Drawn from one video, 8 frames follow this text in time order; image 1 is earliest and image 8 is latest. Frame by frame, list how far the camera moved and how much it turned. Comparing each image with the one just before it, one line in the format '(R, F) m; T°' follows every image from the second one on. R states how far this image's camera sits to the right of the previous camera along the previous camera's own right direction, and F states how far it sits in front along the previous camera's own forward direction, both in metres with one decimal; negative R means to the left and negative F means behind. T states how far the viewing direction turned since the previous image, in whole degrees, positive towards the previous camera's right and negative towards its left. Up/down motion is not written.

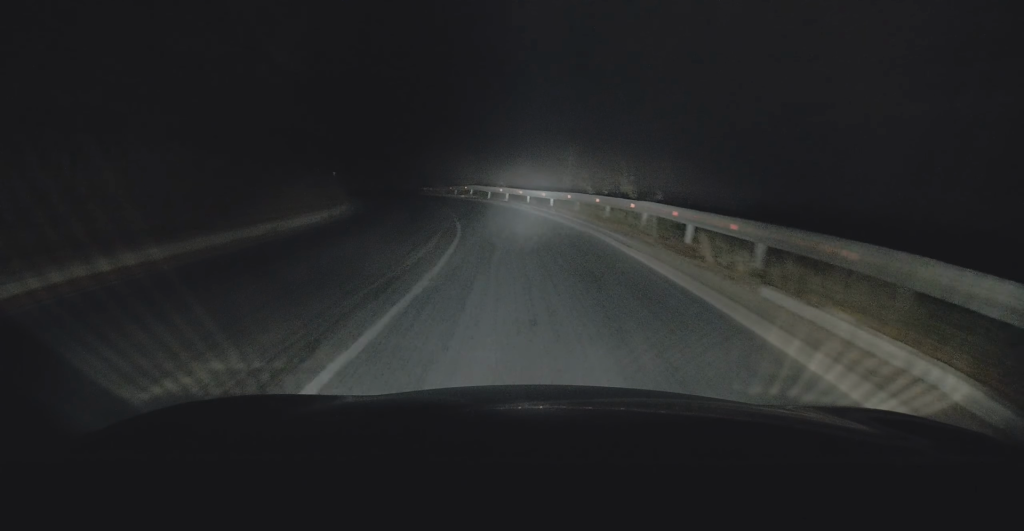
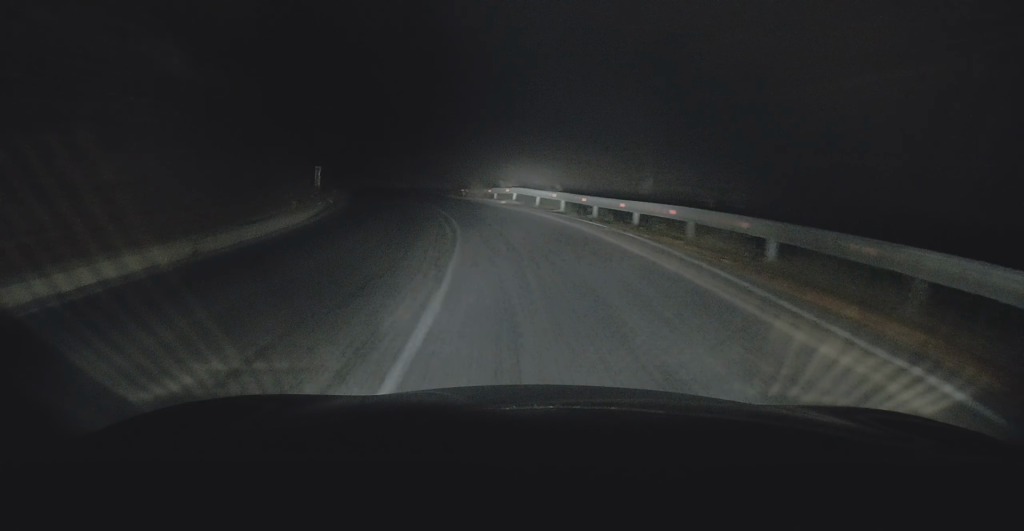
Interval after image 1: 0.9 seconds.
(-0.2, +10.8) m; -3°
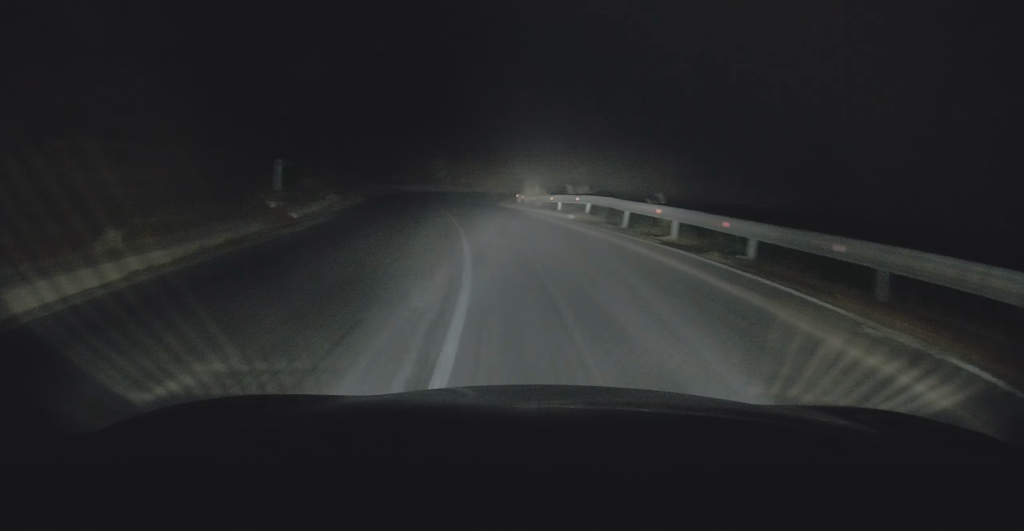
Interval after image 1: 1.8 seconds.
(-0.4, +10.3) m; -4°
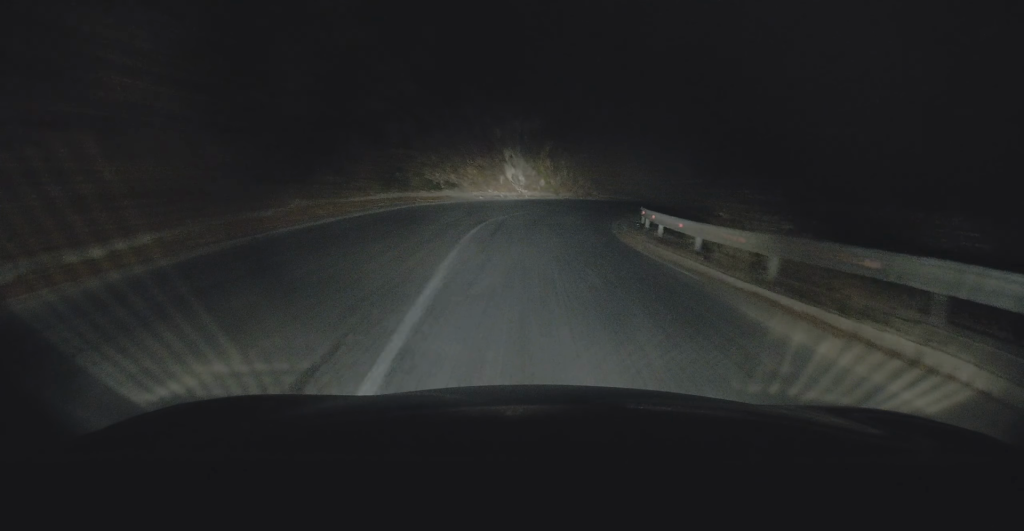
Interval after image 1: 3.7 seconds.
(-1.6, +20.6) m; -8°
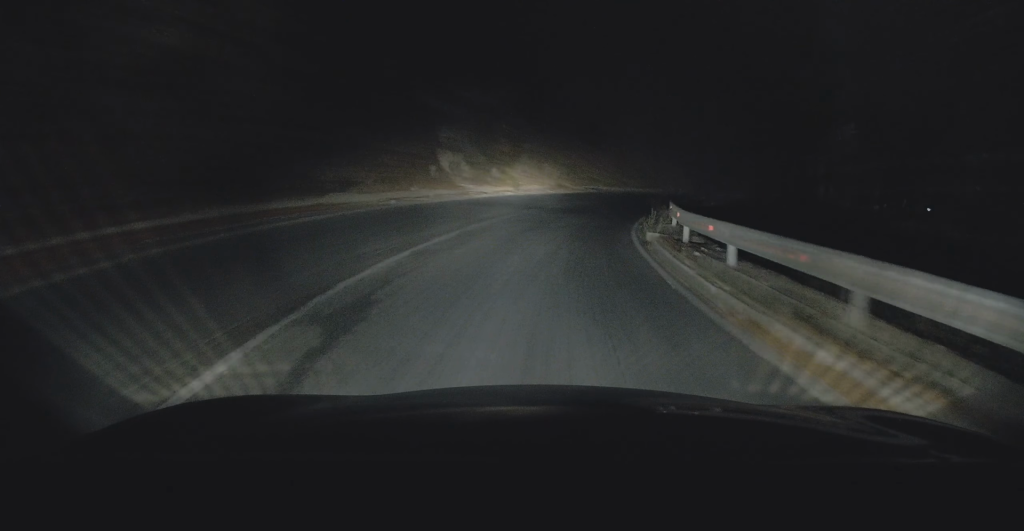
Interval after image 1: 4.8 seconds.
(-0.2, +11.5) m; -1°
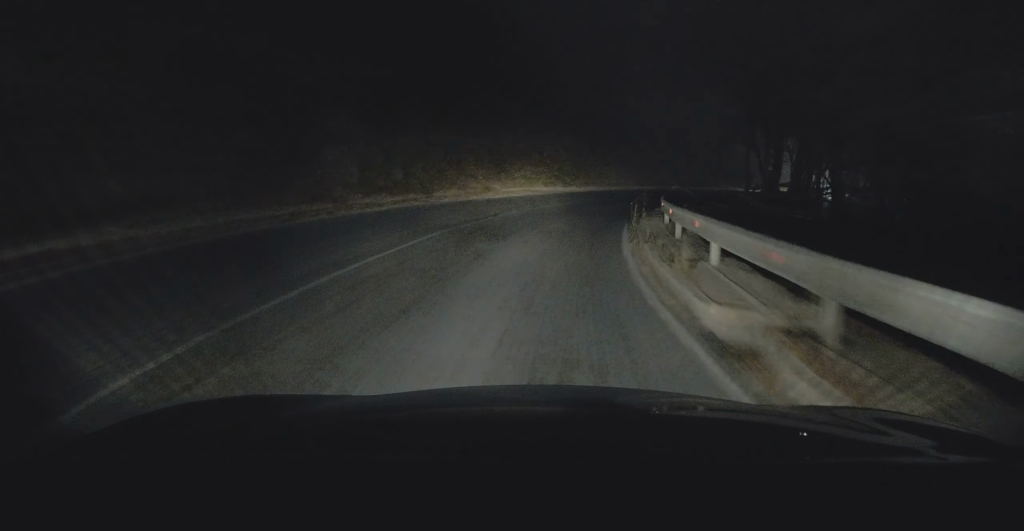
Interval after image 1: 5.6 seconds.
(0.0, +8.0) m; +1°
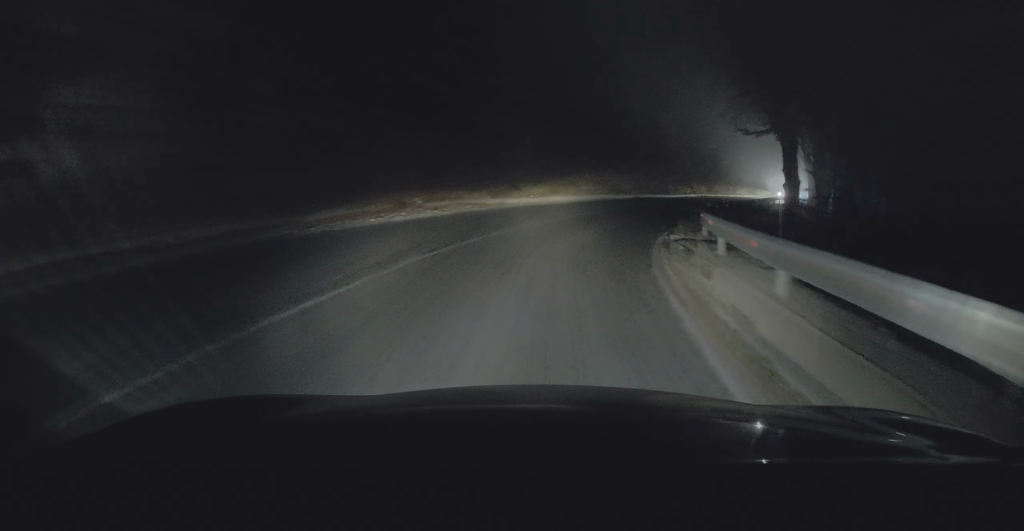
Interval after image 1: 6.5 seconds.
(+0.1, +9.0) m; +4°
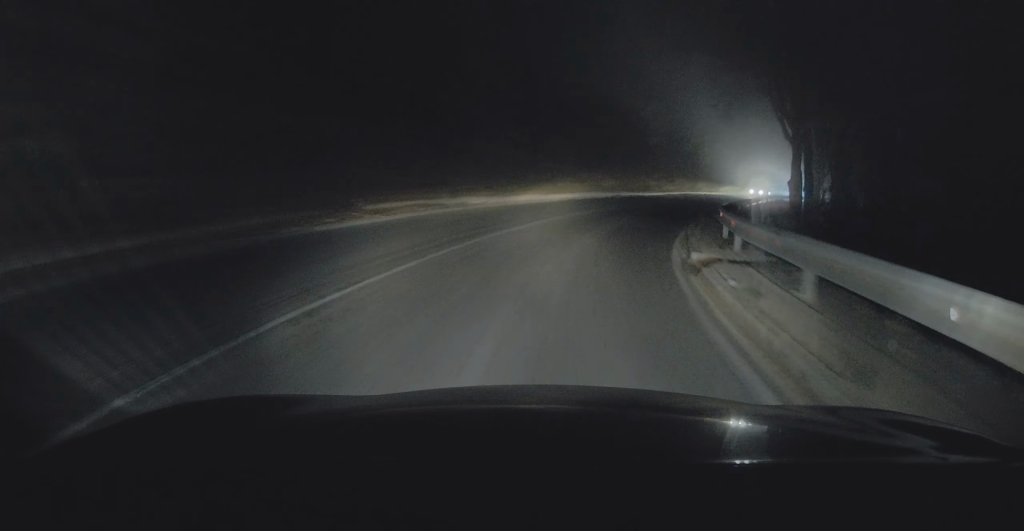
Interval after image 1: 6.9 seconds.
(+0.1, +3.7) m; +3°
